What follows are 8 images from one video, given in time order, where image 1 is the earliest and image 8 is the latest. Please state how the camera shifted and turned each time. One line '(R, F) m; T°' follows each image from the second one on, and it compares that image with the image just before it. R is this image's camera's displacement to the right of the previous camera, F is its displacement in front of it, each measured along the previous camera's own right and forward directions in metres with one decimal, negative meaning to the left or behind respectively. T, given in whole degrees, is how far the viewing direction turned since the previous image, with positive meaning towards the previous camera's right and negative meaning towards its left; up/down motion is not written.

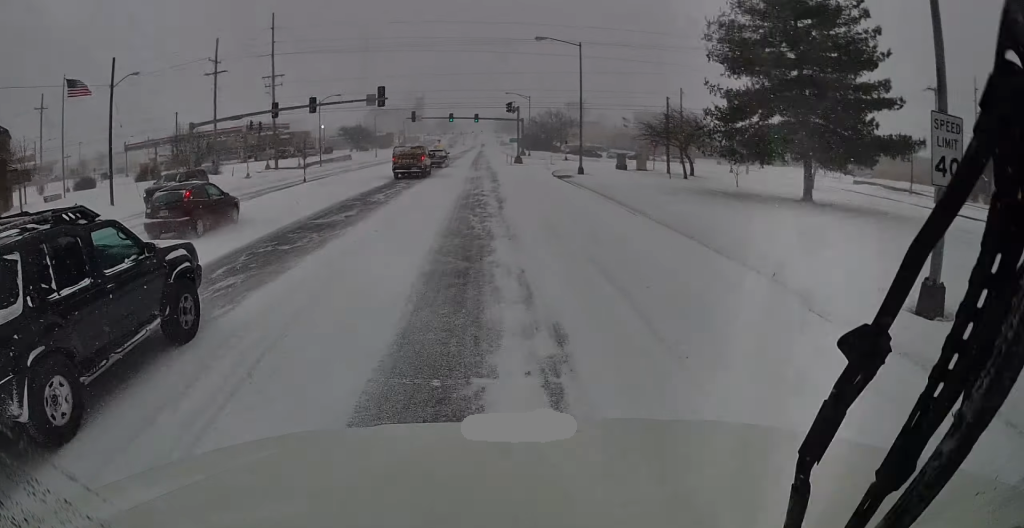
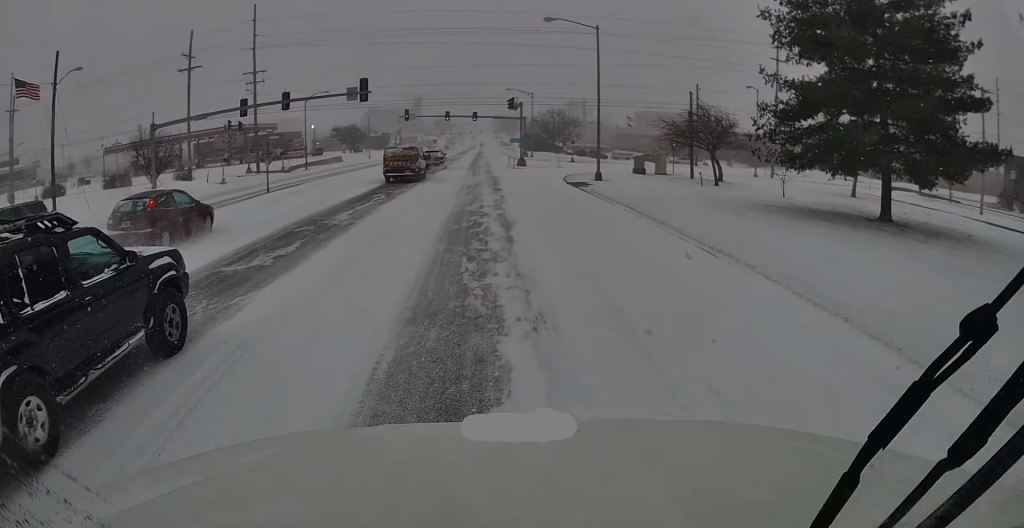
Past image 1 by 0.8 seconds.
(+0.1, +7.1) m; +1°
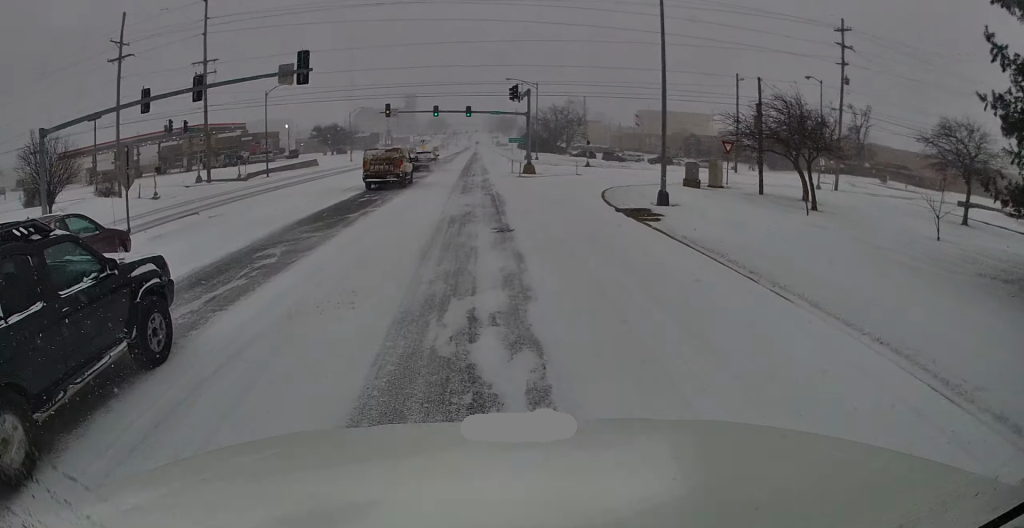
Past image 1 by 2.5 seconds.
(+0.3, +14.3) m; +2°
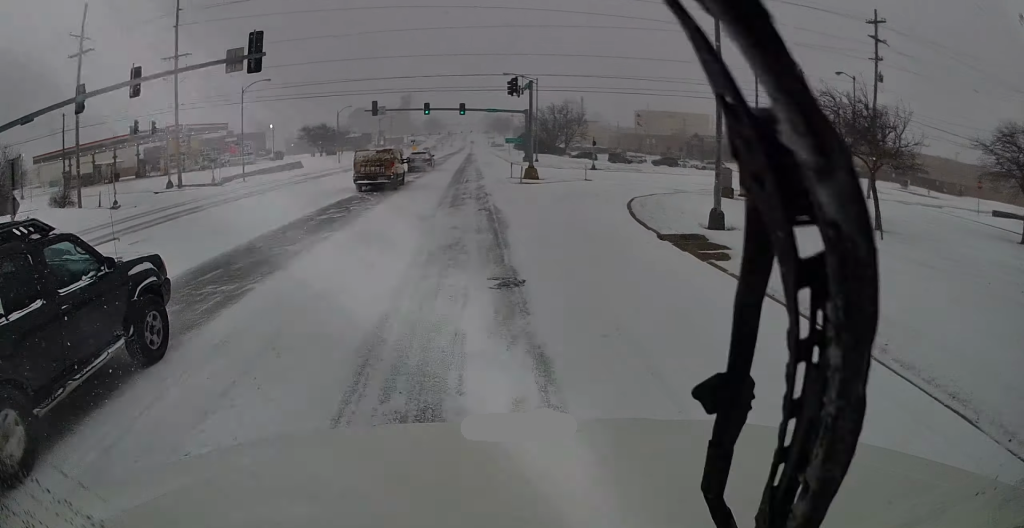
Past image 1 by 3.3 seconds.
(0.0, +5.9) m; -1°
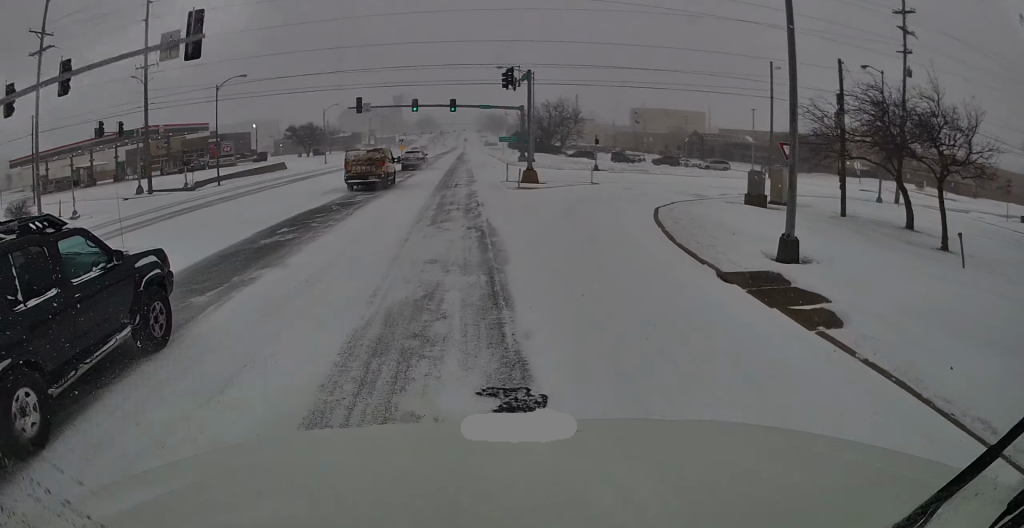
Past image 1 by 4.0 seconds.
(-0.1, +4.7) m; -2°
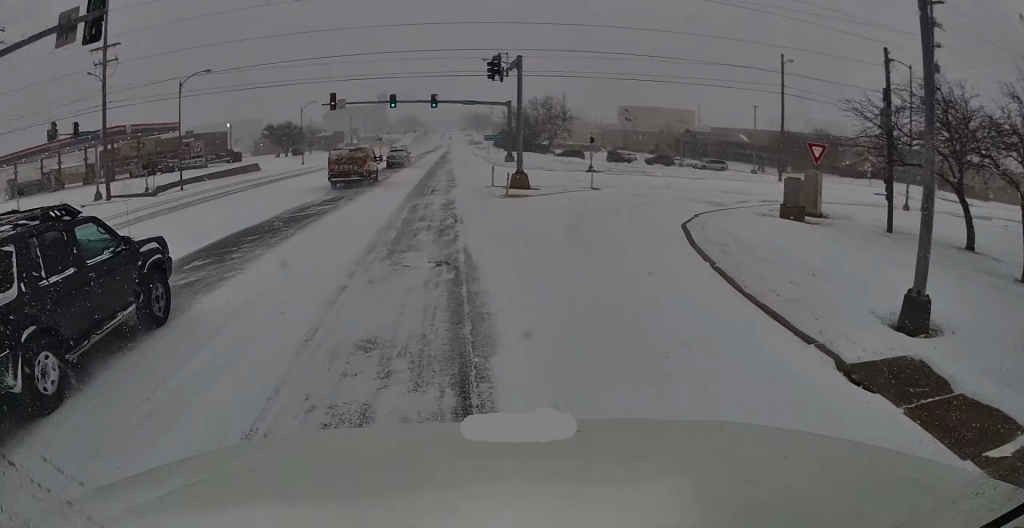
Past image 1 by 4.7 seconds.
(0.0, +4.7) m; 0°
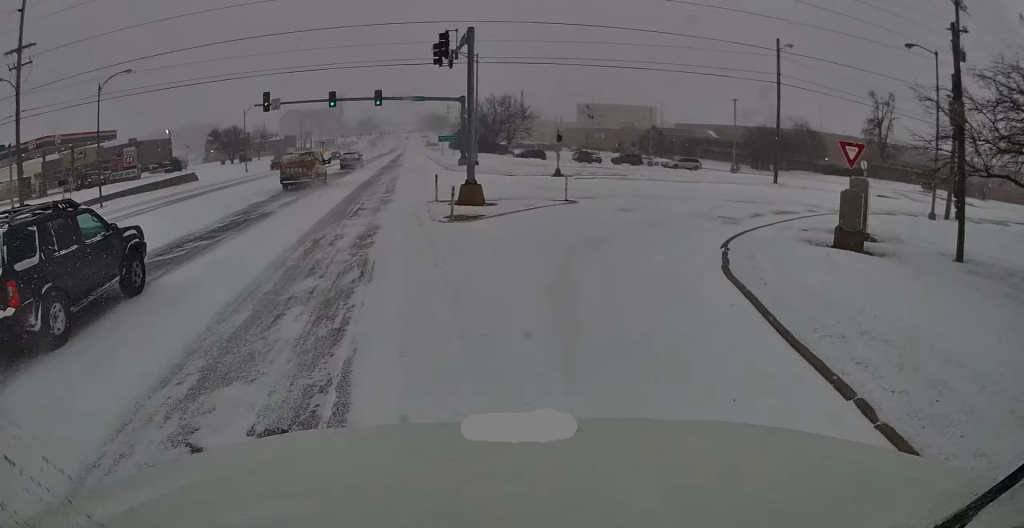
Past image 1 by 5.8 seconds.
(0.0, +6.5) m; +5°
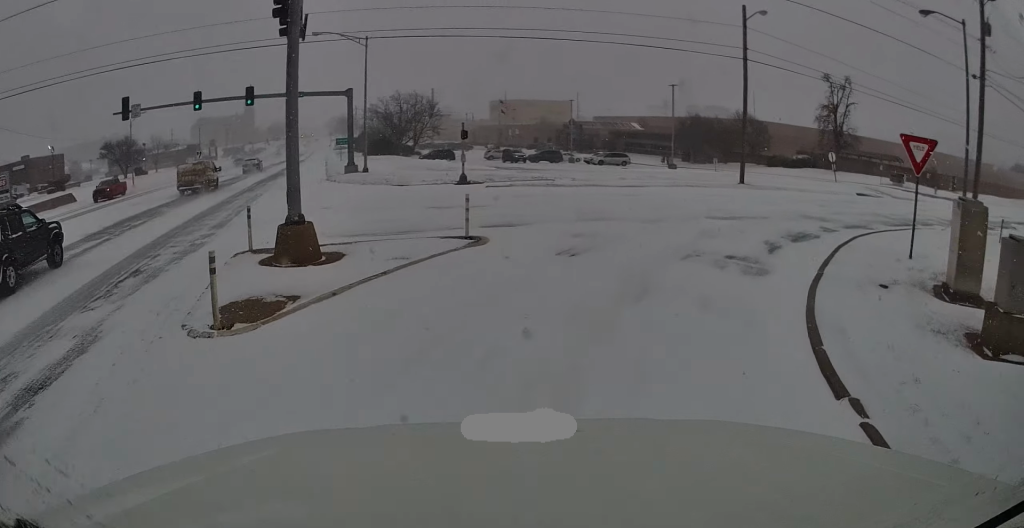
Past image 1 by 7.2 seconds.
(+1.0, +8.8) m; +10°
